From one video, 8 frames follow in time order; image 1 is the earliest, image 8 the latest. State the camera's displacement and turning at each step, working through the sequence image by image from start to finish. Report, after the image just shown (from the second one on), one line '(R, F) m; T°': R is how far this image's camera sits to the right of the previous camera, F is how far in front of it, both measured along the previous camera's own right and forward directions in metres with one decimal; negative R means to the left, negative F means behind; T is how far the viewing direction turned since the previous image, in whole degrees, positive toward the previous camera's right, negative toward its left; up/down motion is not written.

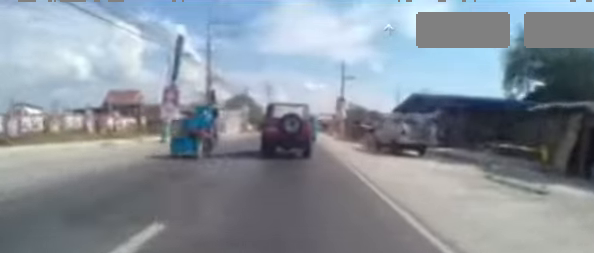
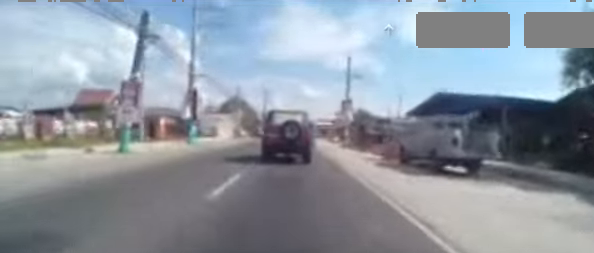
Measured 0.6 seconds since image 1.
(+0.1, +4.6) m; -1°
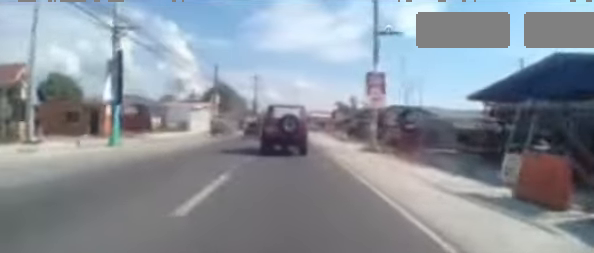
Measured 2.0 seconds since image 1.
(-0.5, +9.8) m; -5°
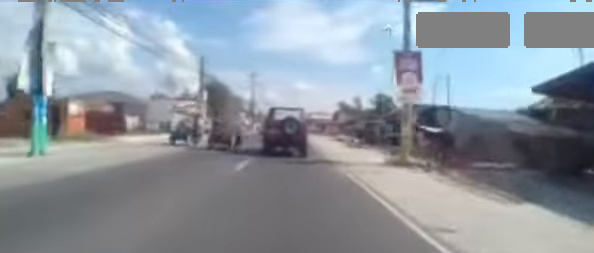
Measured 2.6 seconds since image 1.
(-0.1, +4.7) m; -1°
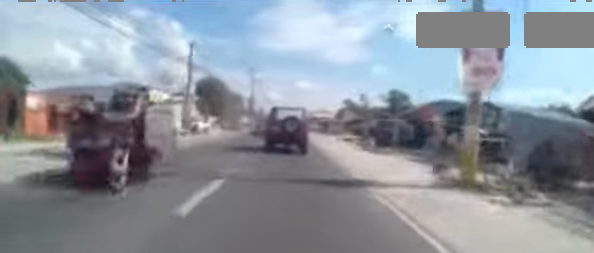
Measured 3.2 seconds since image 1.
(0.0, +4.4) m; 0°
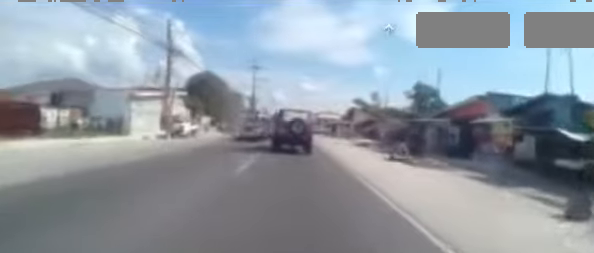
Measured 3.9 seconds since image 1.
(0.0, +5.5) m; +2°
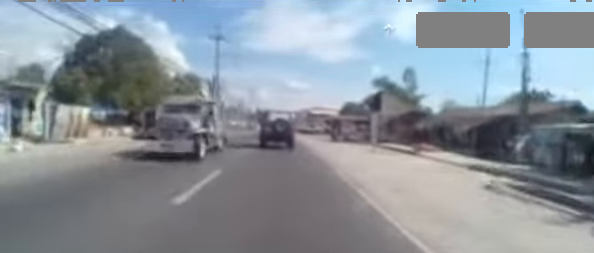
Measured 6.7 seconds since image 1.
(+0.7, +22.4) m; +1°
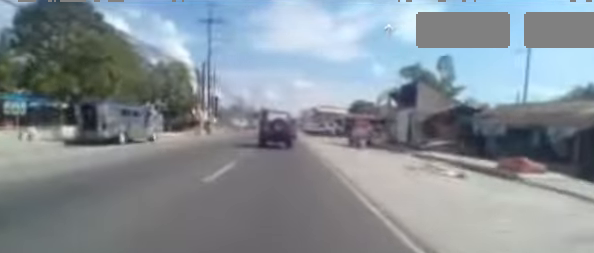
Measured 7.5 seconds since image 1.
(0.0, +7.7) m; -1°
